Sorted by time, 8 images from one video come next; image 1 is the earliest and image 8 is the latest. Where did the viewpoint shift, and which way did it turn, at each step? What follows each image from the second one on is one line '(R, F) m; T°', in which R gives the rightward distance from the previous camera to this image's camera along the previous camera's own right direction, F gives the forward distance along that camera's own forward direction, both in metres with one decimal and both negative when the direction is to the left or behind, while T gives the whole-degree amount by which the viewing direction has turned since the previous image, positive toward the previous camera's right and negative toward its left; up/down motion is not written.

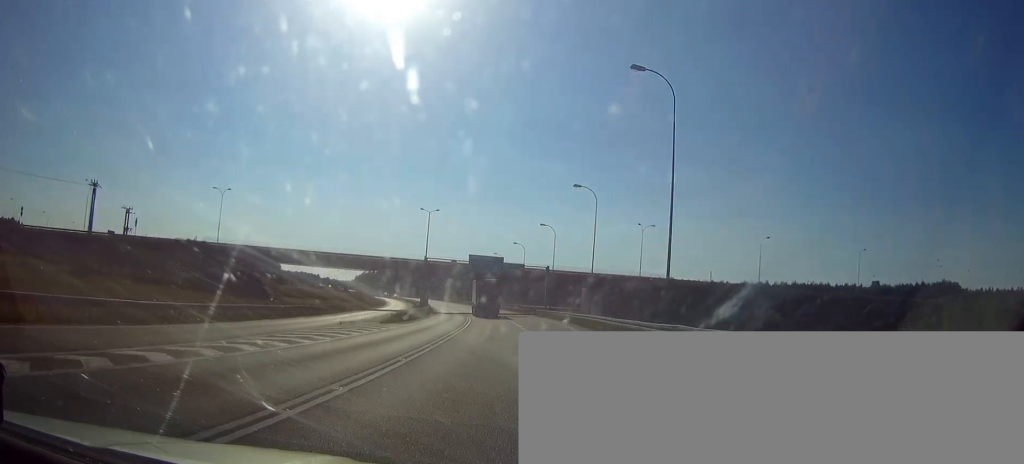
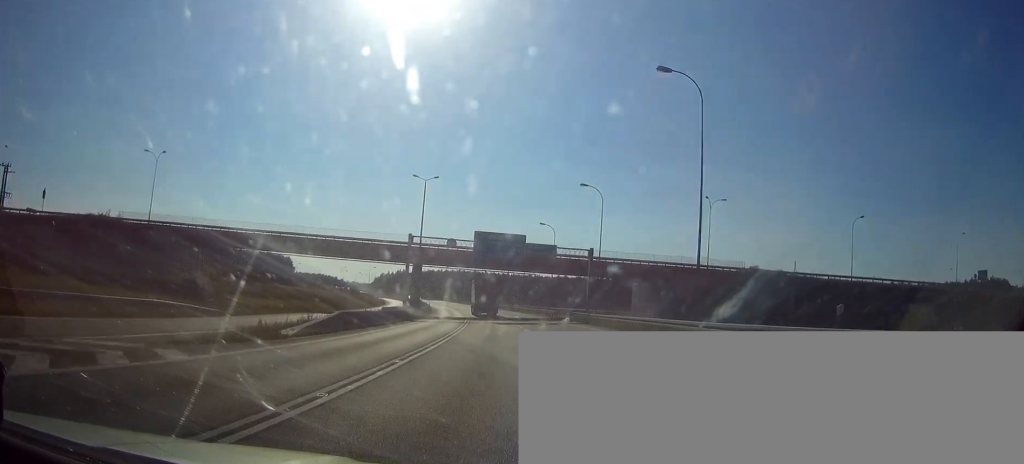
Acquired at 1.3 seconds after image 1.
(-0.6, +31.4) m; -2°
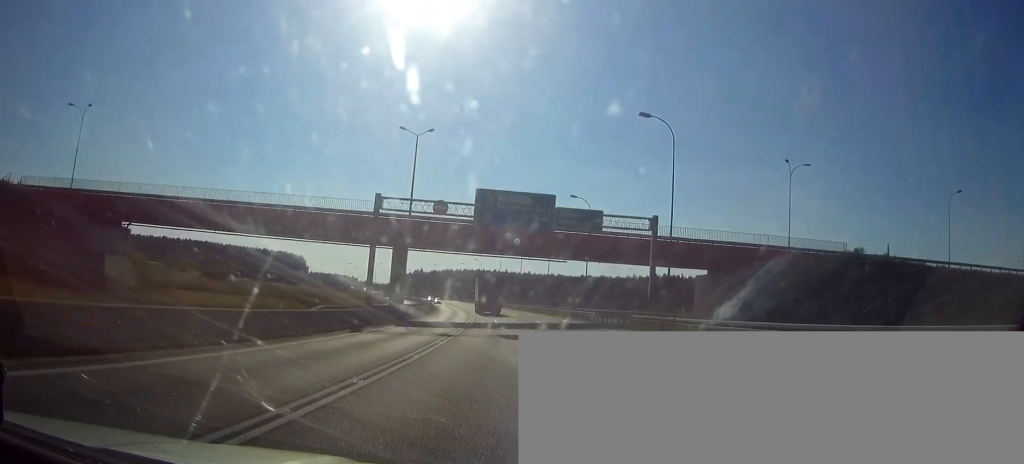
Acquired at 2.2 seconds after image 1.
(-0.4, +22.8) m; -1°
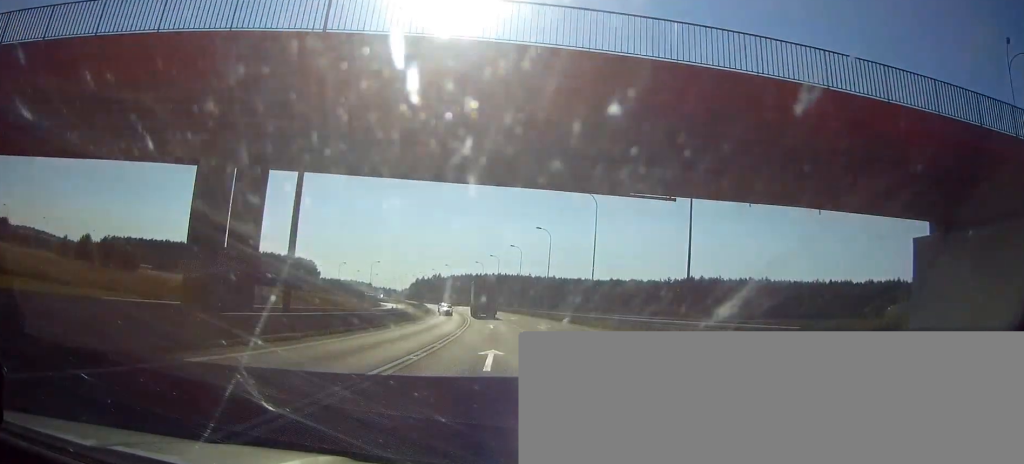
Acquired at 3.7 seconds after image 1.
(-0.7, +36.0) m; -2°
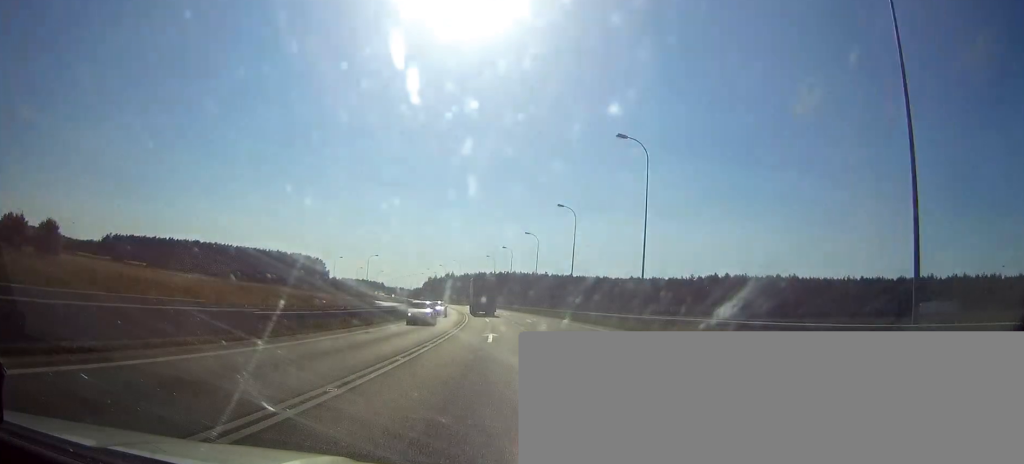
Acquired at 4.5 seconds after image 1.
(-0.3, +19.8) m; -1°
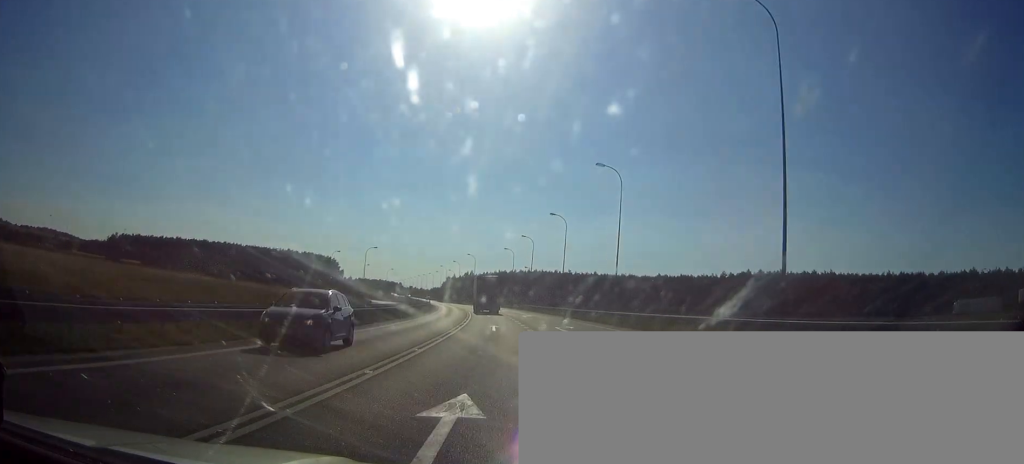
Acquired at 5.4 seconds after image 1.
(-0.2, +21.6) m; -1°
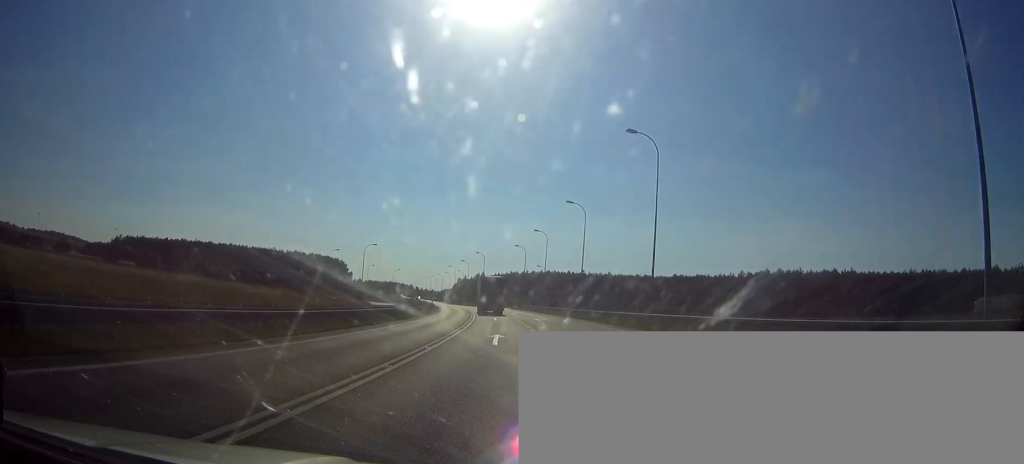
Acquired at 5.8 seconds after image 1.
(-0.1, +10.8) m; -1°
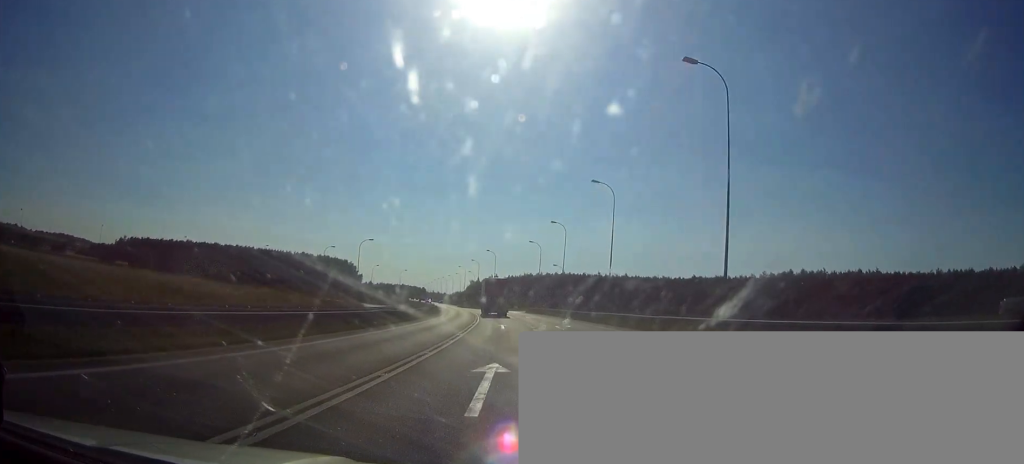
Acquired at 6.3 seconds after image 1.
(-0.1, +13.3) m; -1°
